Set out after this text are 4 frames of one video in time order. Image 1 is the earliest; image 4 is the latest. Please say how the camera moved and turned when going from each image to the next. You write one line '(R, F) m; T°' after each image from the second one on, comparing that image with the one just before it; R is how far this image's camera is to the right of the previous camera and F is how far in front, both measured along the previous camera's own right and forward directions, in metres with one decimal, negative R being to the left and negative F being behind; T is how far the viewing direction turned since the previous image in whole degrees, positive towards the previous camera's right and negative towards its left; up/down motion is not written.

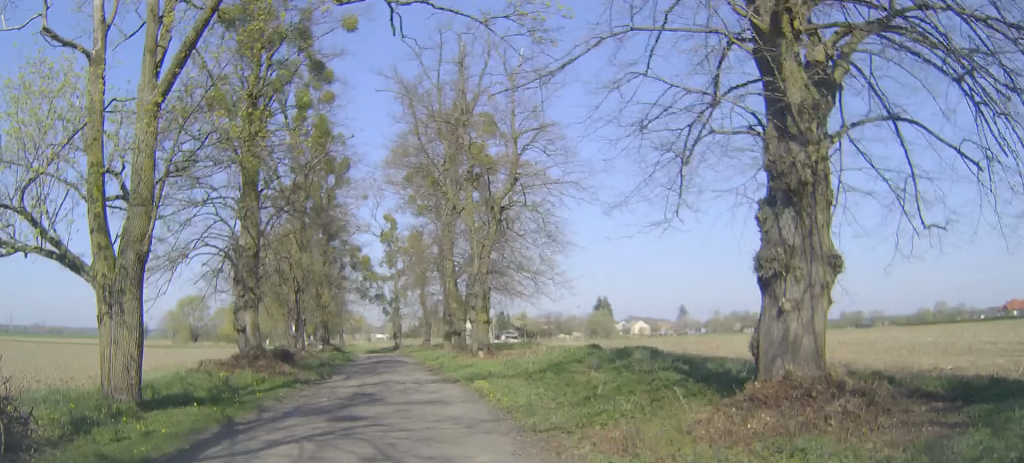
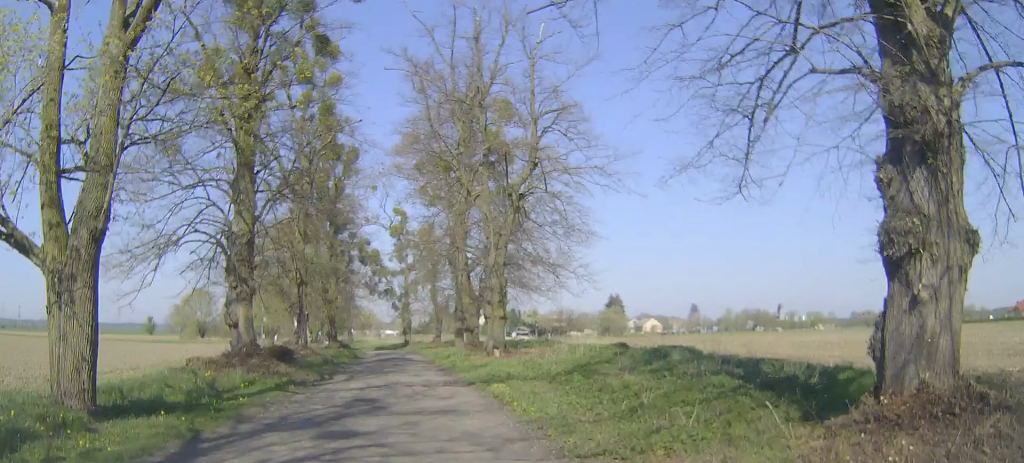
(-0.1, +2.1) m; -2°
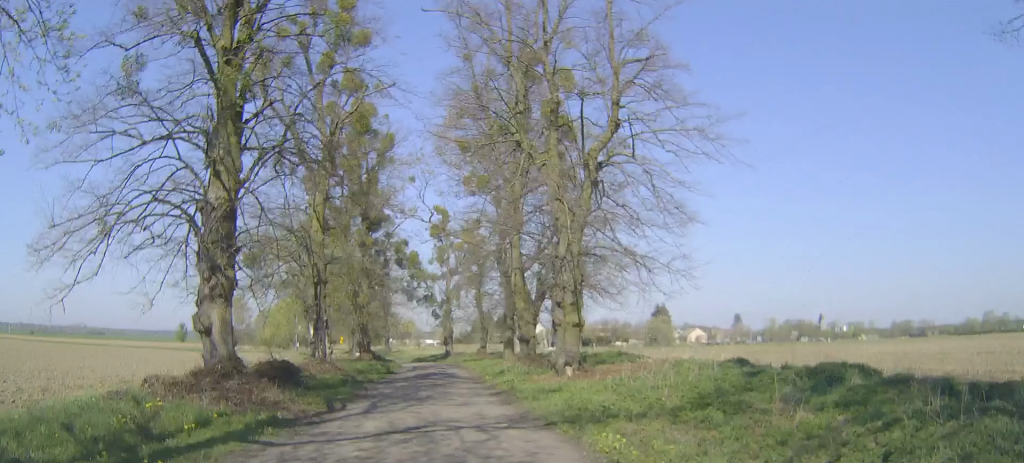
(0.0, +6.0) m; 0°
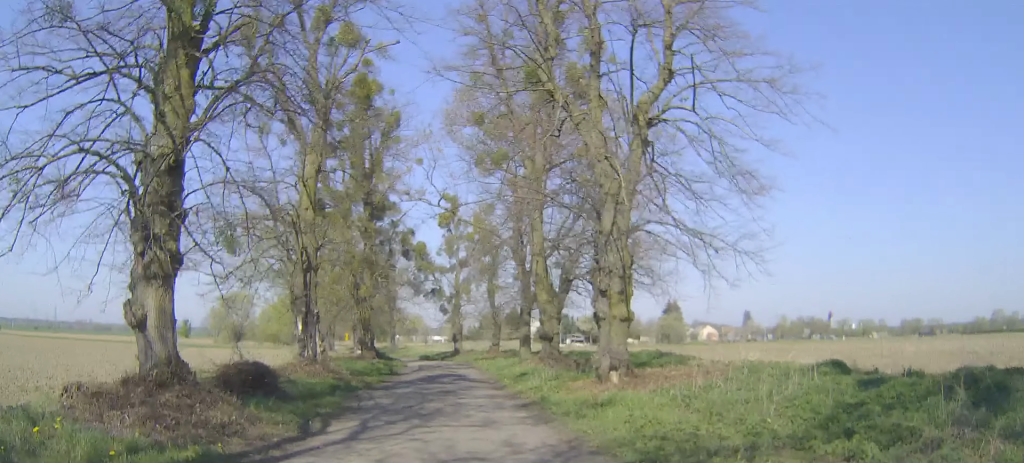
(0.0, +4.0) m; 0°
